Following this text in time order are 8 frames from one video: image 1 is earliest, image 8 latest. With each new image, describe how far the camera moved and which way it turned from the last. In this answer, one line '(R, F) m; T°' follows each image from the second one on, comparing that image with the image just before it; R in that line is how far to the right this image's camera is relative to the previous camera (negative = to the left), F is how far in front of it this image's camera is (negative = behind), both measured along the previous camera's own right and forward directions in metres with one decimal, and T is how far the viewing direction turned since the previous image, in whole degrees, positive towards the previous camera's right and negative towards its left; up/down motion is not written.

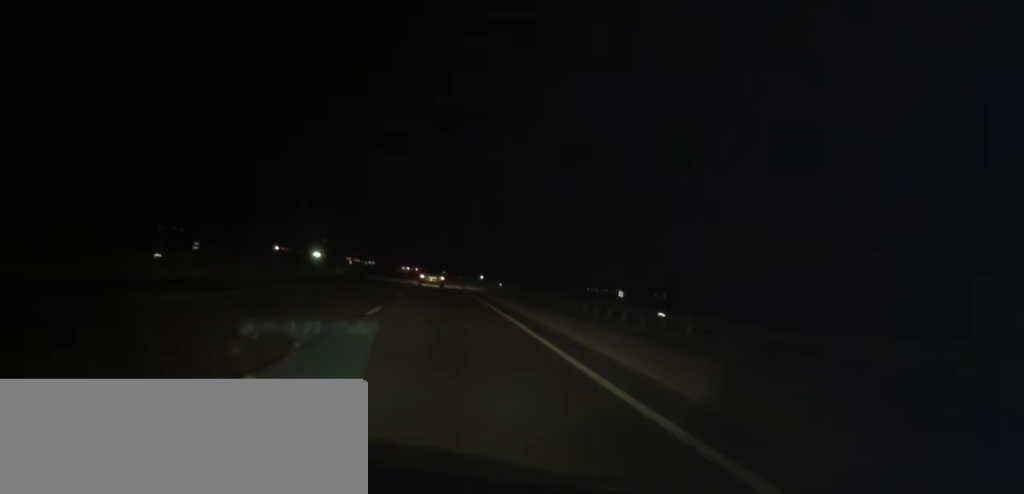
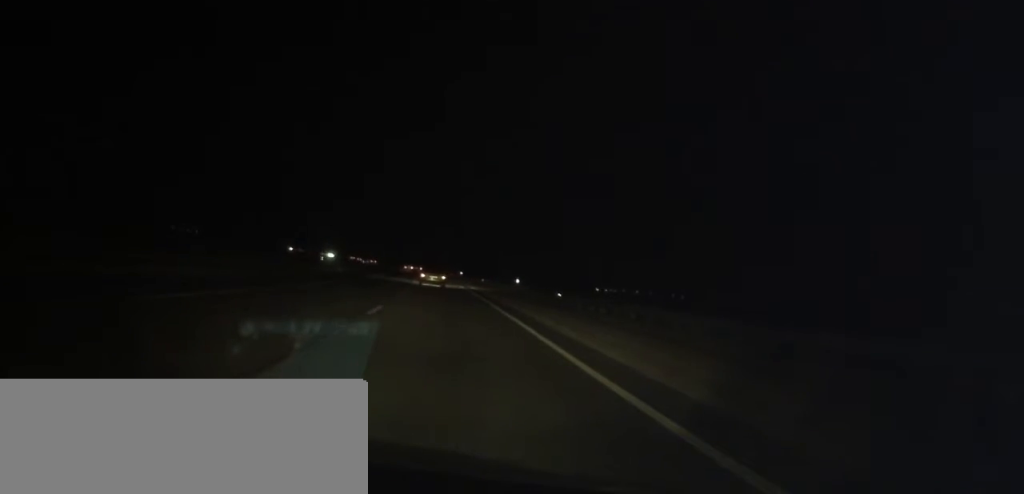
(-0.4, +23.9) m; -2°
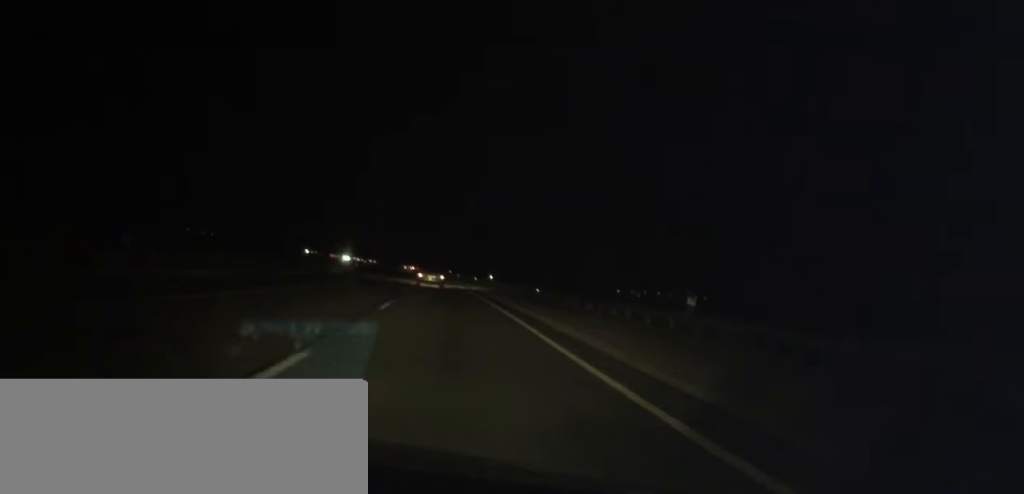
(-0.3, +33.3) m; -1°
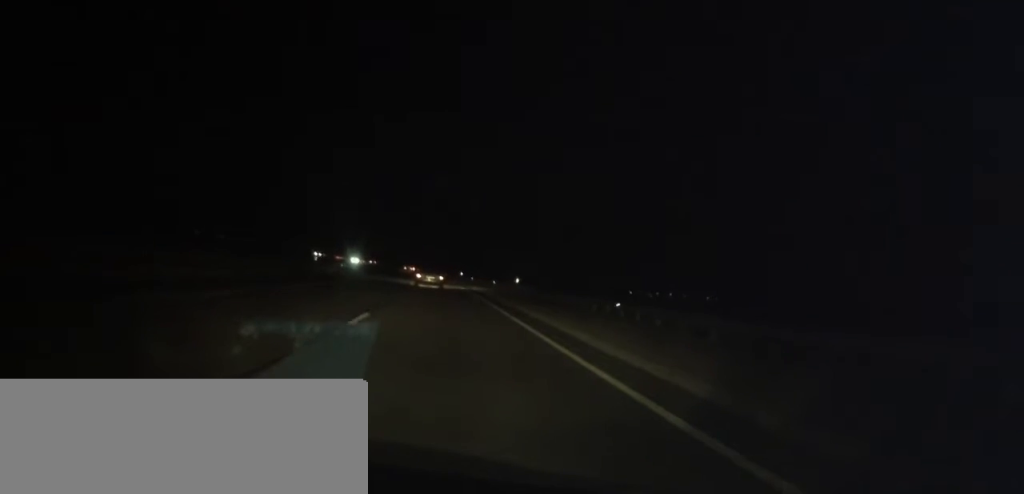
(-0.2, +17.2) m; -1°
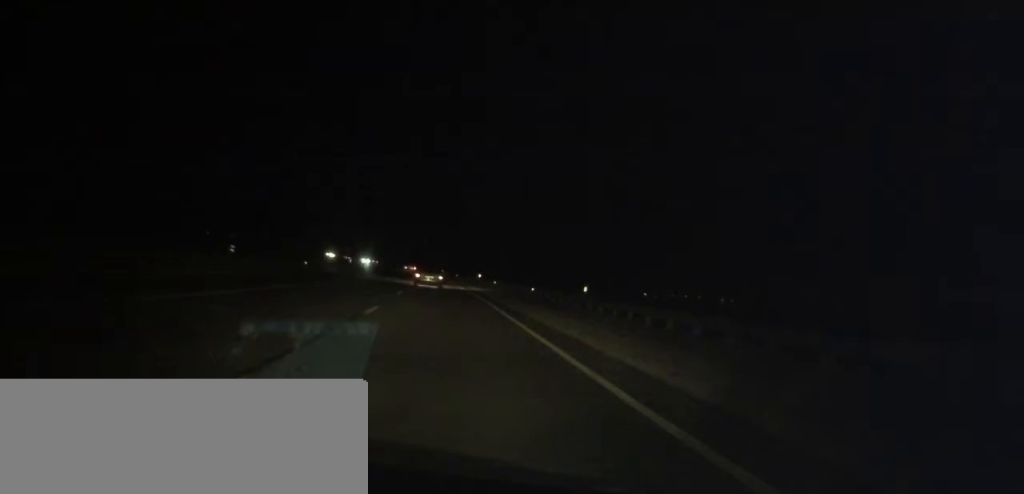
(-0.3, +21.3) m; -1°
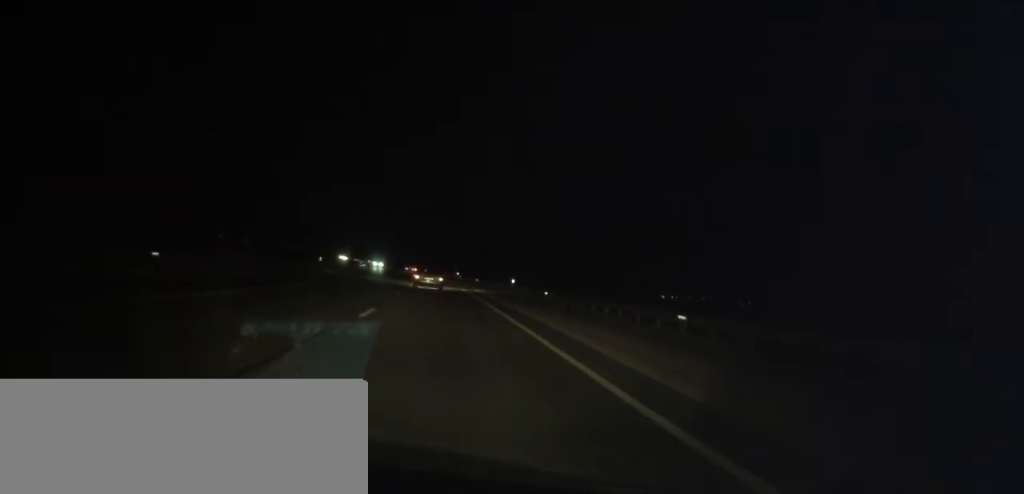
(-0.3, +25.4) m; -2°
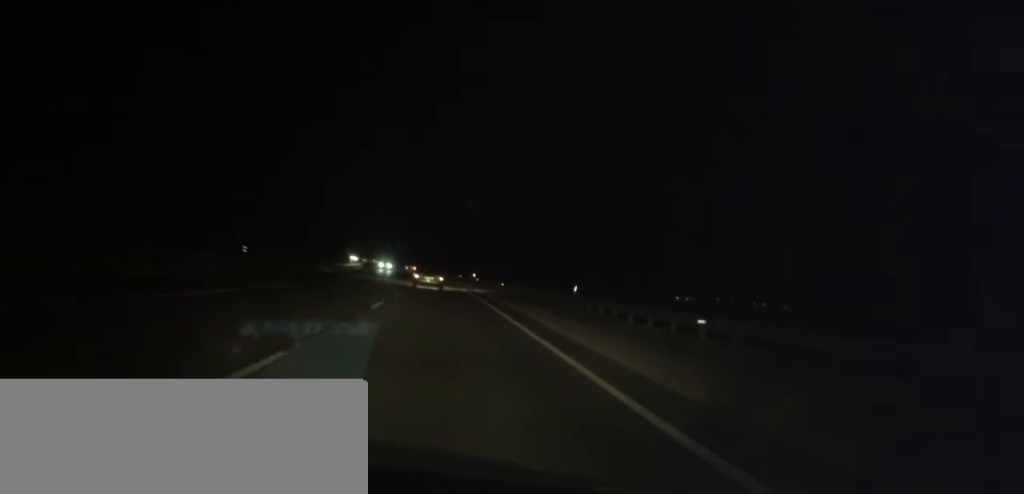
(-0.4, +21.9) m; -1°
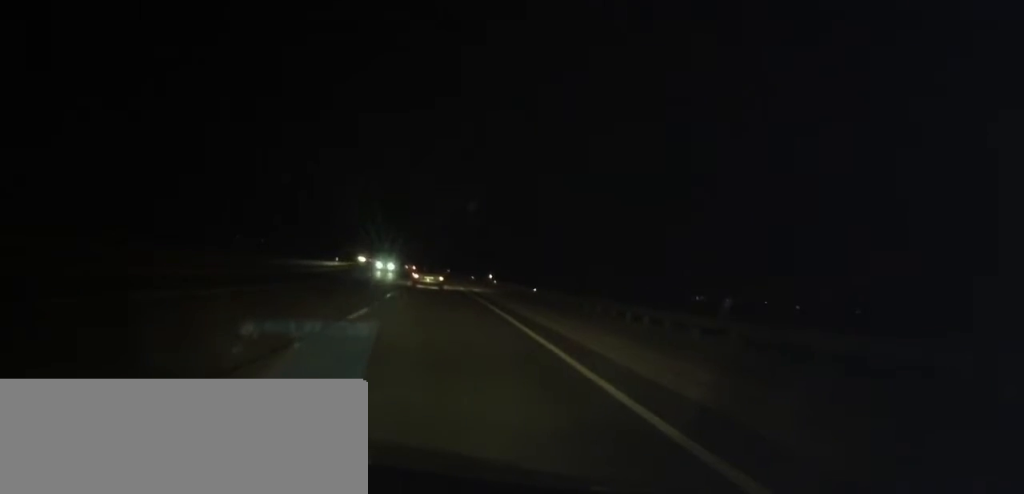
(-0.1, +16.1) m; -1°
